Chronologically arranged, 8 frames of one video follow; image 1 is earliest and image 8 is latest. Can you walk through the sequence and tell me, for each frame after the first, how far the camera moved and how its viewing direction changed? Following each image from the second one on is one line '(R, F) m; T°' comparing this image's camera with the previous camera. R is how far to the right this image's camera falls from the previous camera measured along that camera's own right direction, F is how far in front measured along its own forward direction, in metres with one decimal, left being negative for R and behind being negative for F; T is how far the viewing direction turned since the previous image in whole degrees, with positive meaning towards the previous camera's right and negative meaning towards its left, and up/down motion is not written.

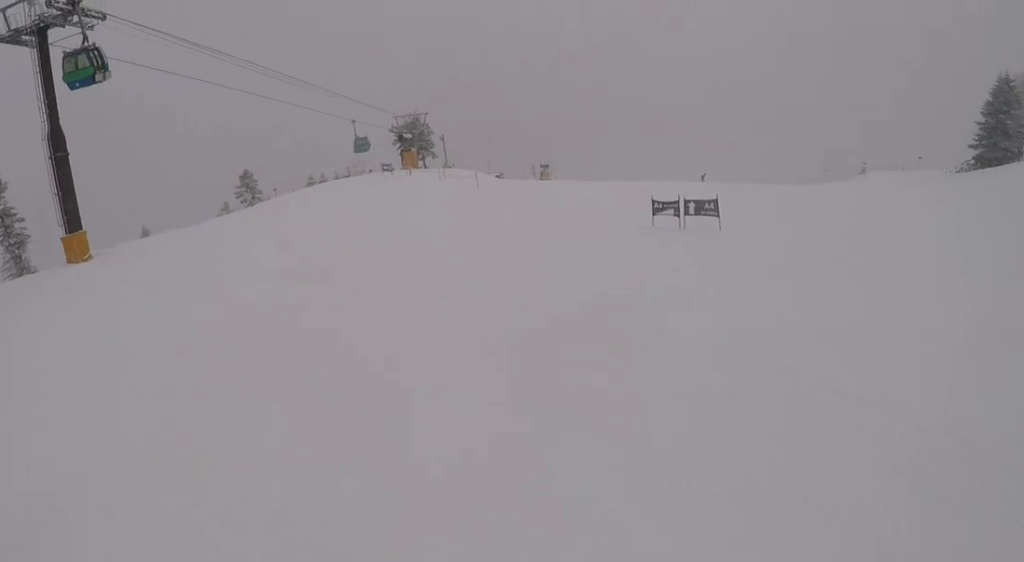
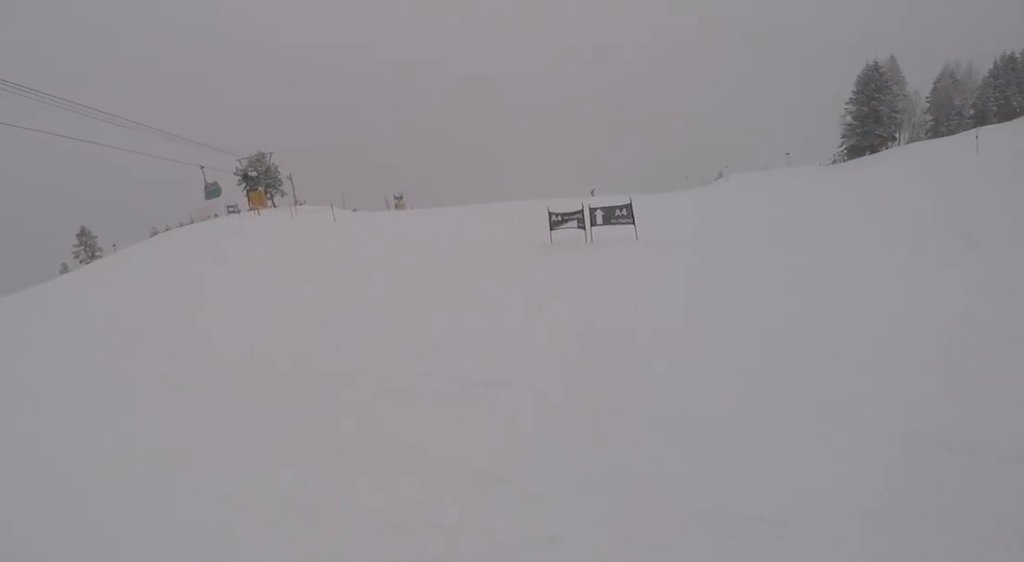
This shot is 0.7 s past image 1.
(+0.6, +4.1) m; +17°
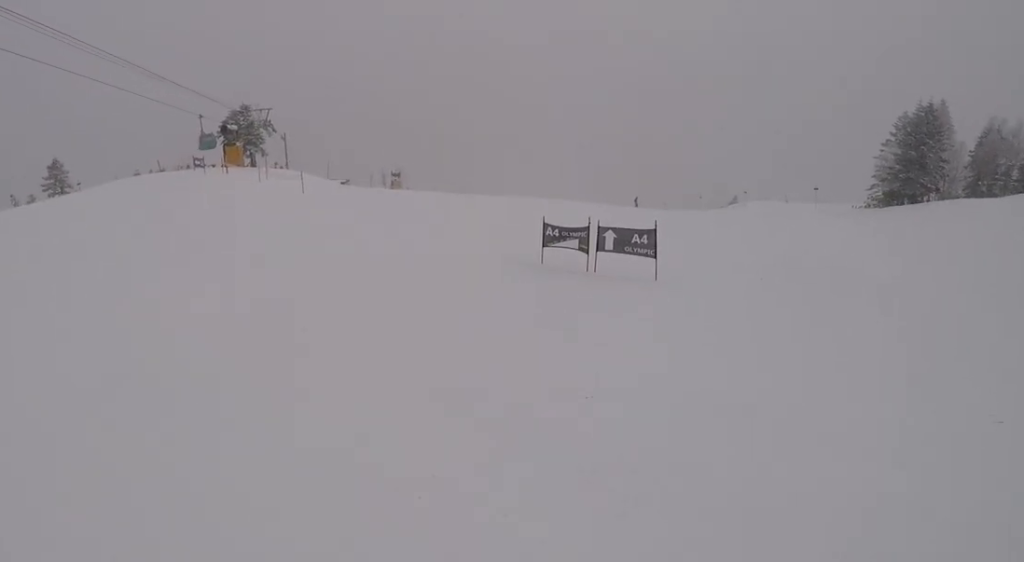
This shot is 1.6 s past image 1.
(+1.0, +5.3) m; +16°
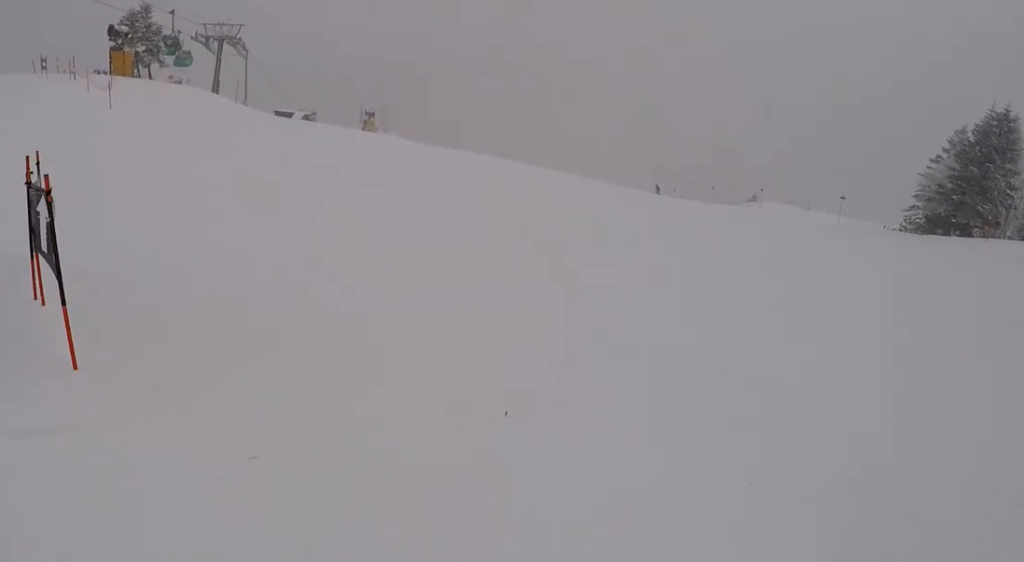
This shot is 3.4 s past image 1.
(+0.8, +13.4) m; -11°
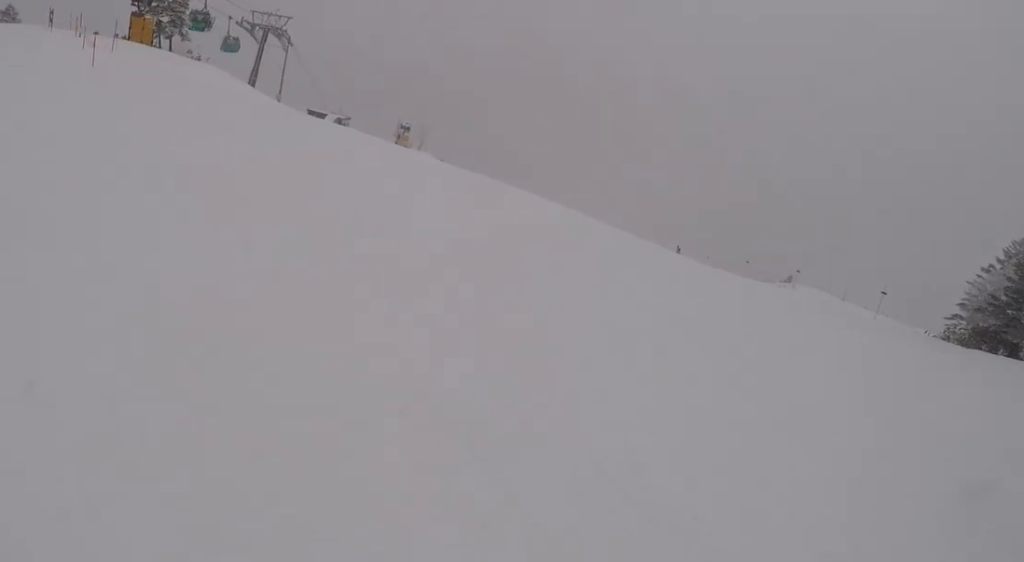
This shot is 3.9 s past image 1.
(-0.7, +3.1) m; -9°
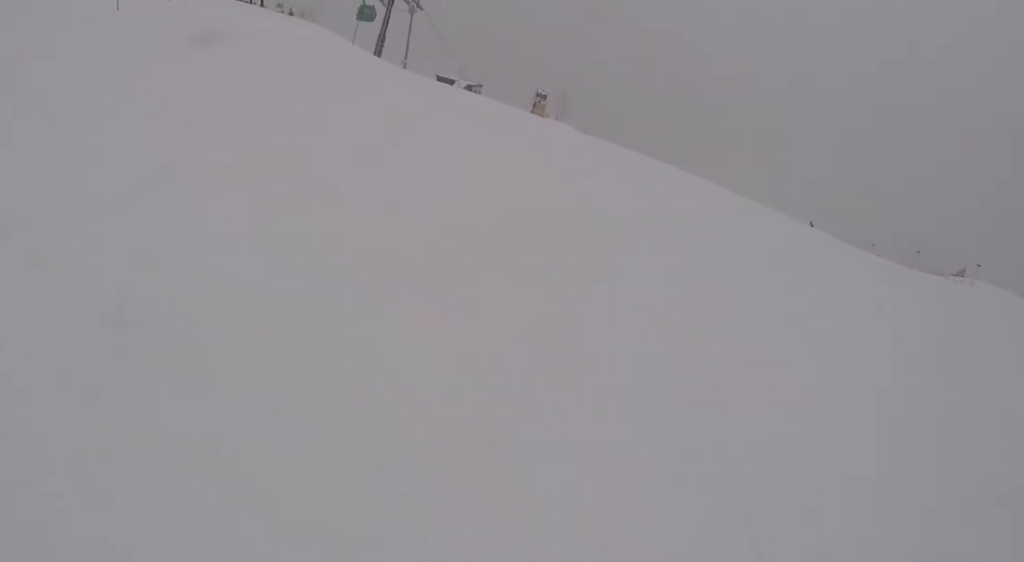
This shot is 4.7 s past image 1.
(-0.8, +5.6) m; -12°
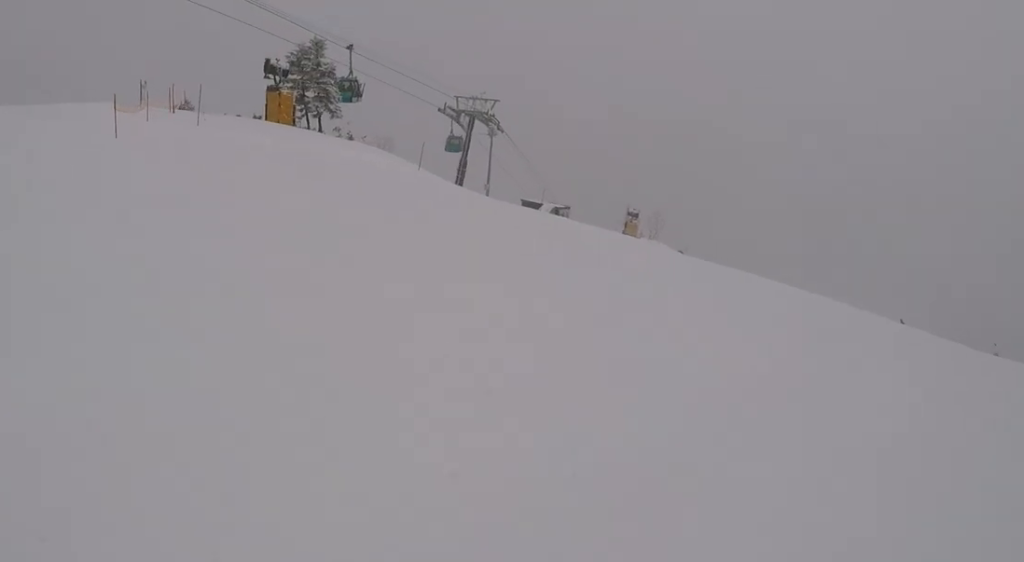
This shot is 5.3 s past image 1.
(-0.5, +4.8) m; -1°
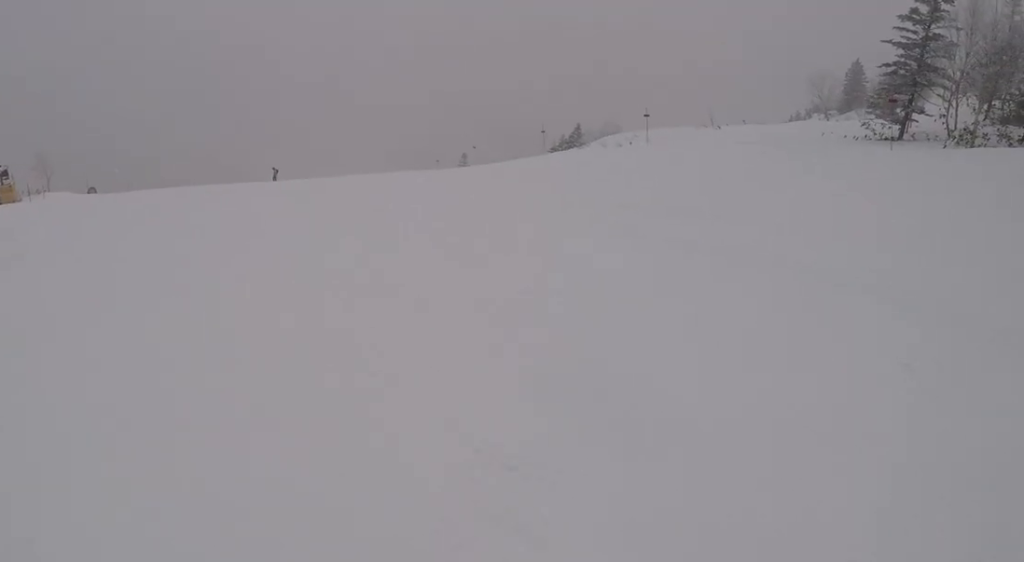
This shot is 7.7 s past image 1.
(+4.5, +15.8) m; +31°
